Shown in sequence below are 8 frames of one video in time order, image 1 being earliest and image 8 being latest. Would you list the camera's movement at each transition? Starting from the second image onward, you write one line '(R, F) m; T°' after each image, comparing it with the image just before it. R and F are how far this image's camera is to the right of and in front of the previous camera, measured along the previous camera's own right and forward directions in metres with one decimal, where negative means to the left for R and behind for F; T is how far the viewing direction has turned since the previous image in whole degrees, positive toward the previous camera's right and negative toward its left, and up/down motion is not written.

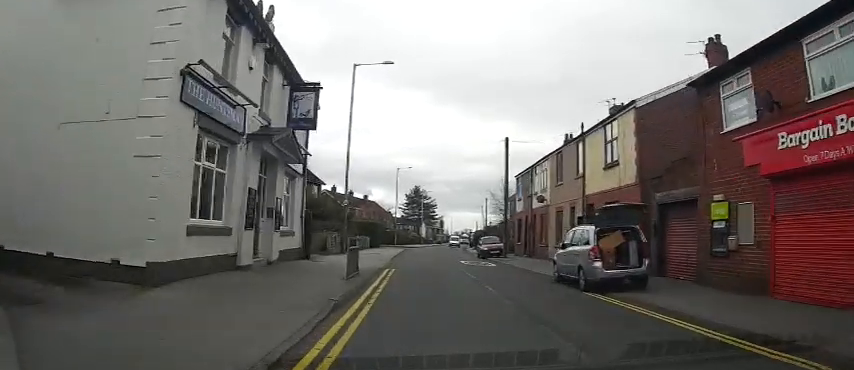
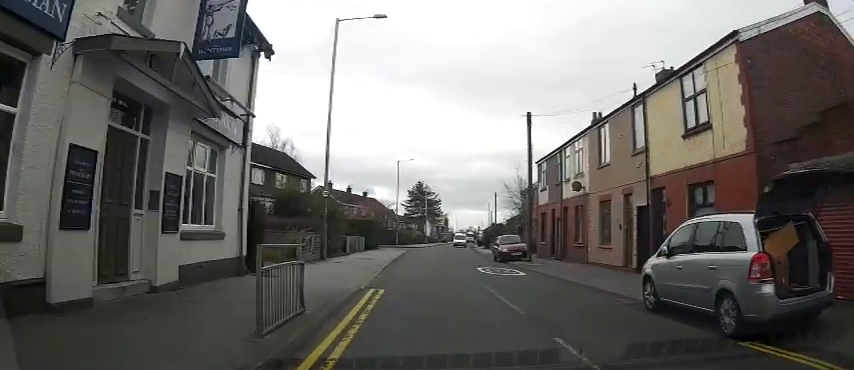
(0.0, +6.3) m; -1°
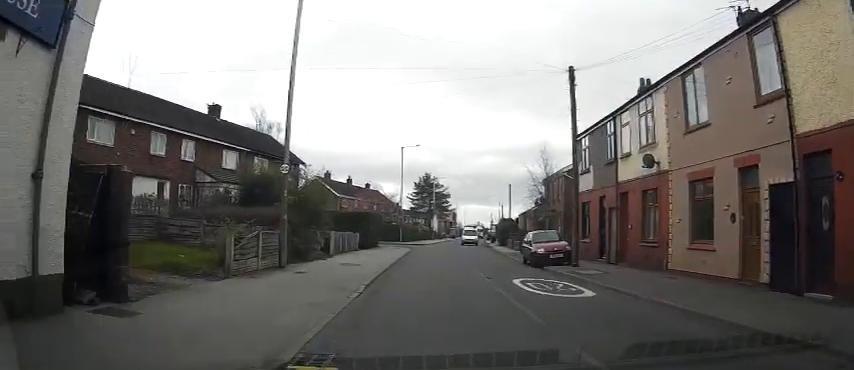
(0.0, +6.9) m; -1°
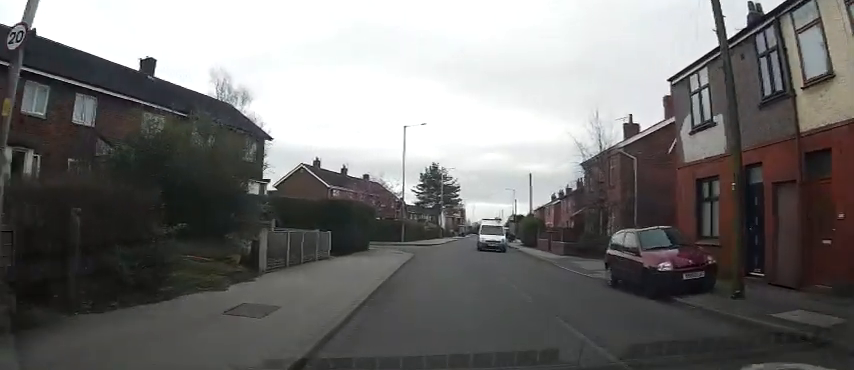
(-0.1, +10.3) m; -1°
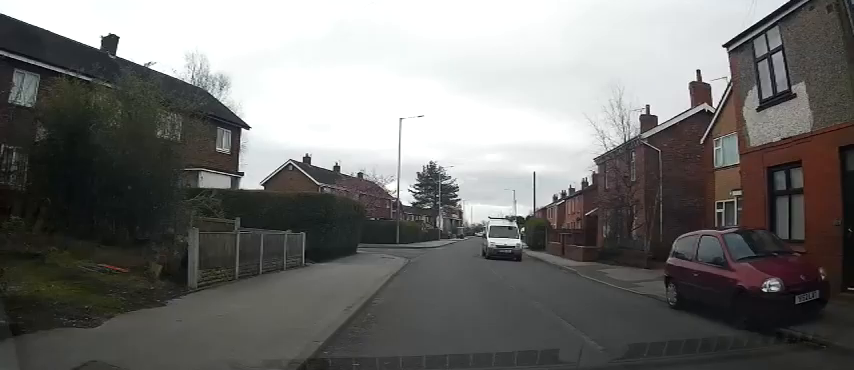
(0.0, +3.5) m; 0°
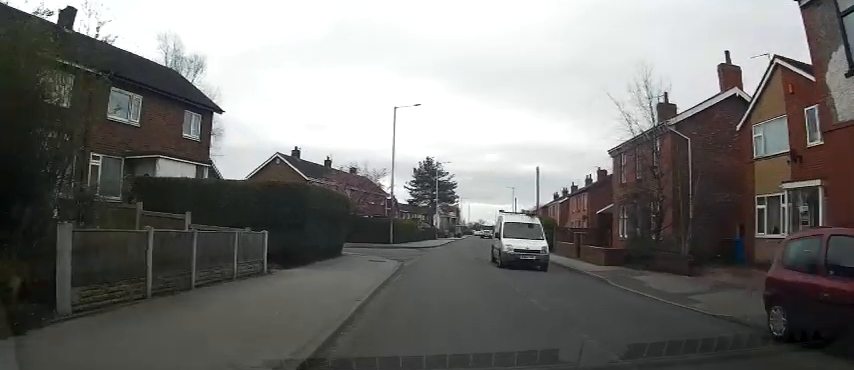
(0.0, +3.5) m; 0°
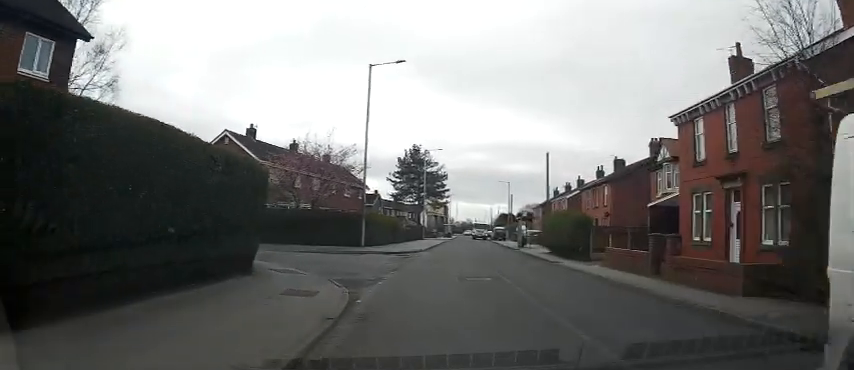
(0.0, +9.8) m; +1°
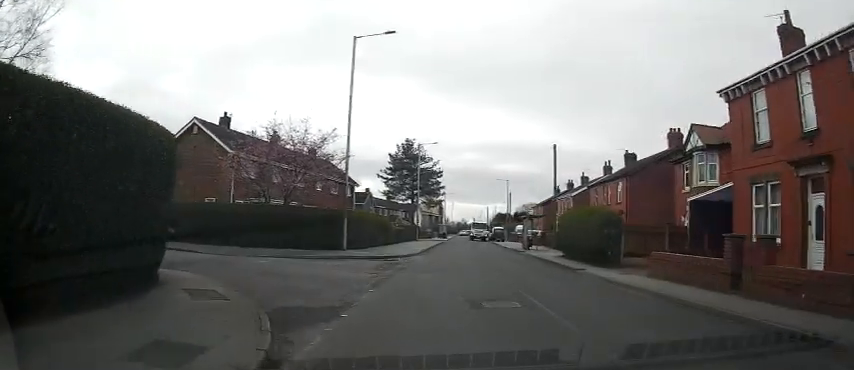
(0.0, +4.2) m; +1°
